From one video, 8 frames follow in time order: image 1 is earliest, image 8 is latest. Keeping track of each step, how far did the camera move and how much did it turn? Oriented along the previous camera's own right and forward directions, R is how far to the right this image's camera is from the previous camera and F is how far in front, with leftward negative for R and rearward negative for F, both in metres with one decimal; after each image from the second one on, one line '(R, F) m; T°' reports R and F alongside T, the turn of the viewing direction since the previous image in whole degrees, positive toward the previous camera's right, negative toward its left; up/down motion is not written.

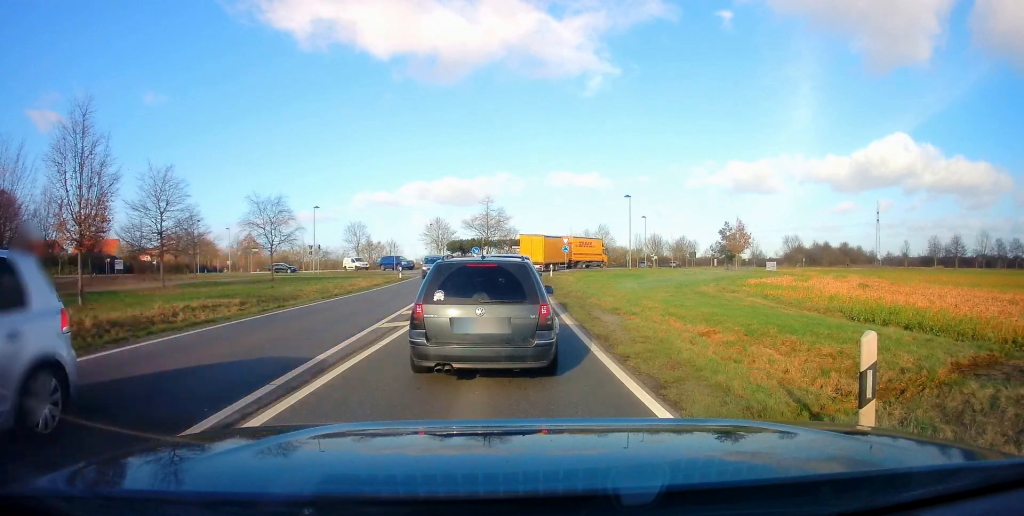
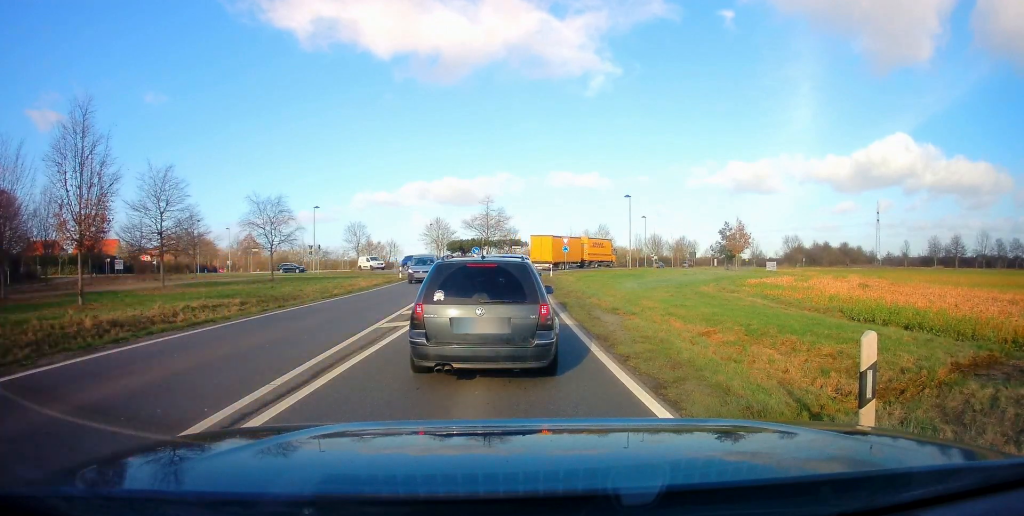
(0.0, 0.0) m; 0°
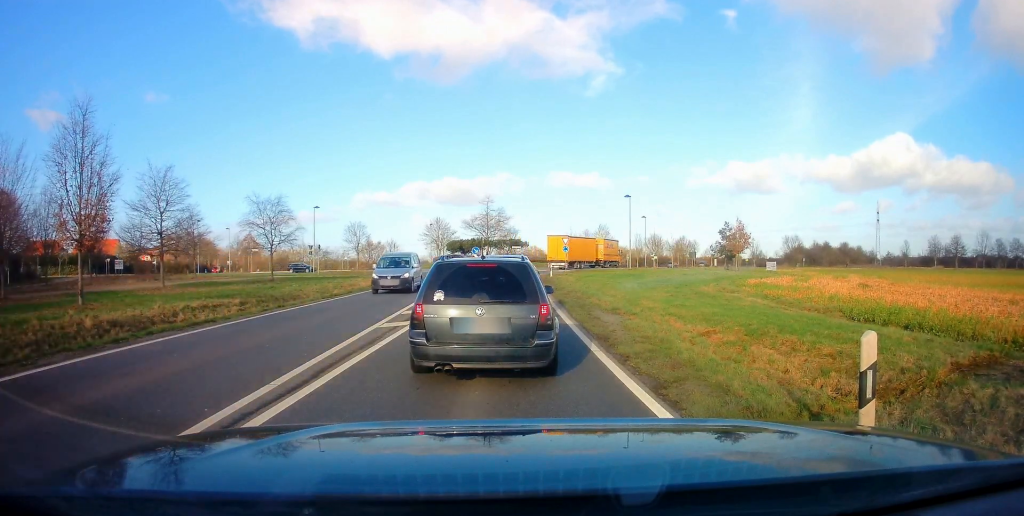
(0.0, 0.0) m; 0°
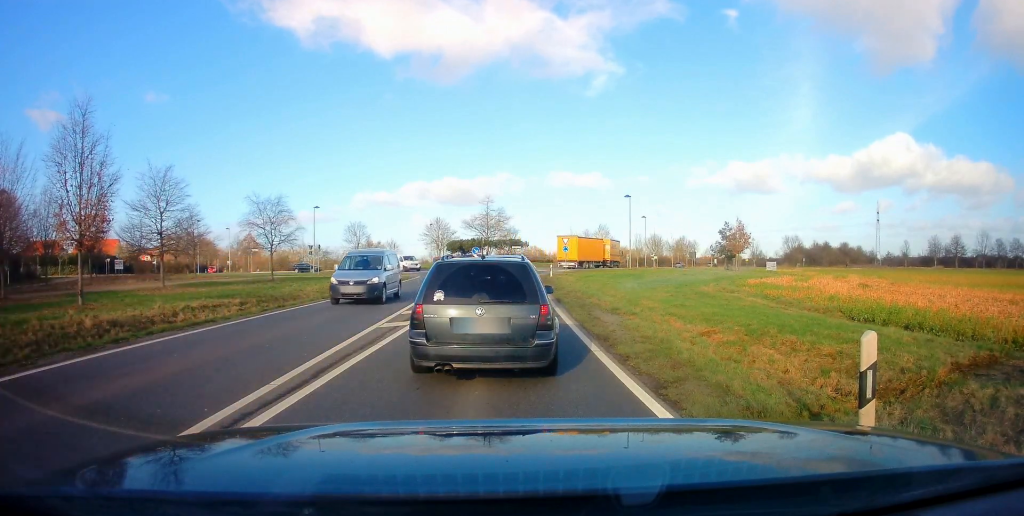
(0.0, 0.0) m; 0°
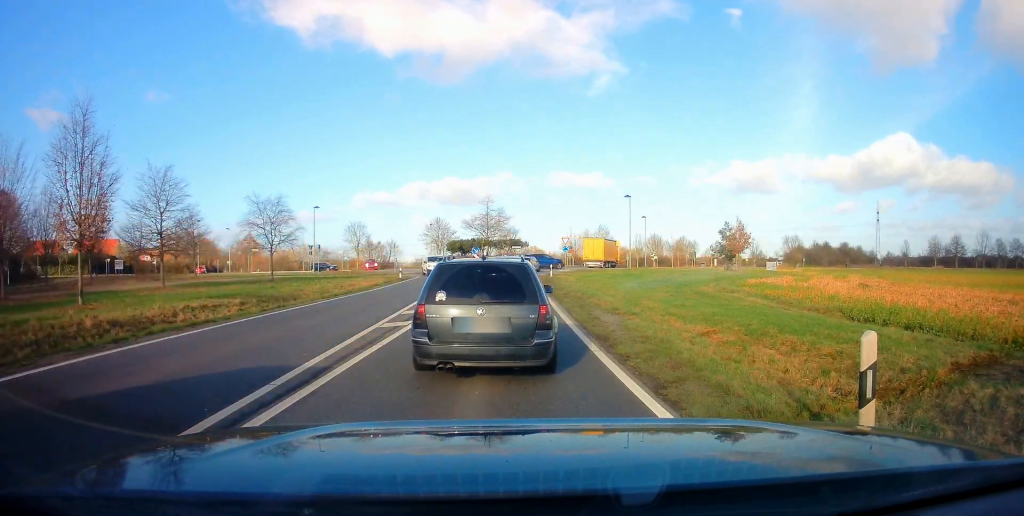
(0.0, 0.0) m; 0°
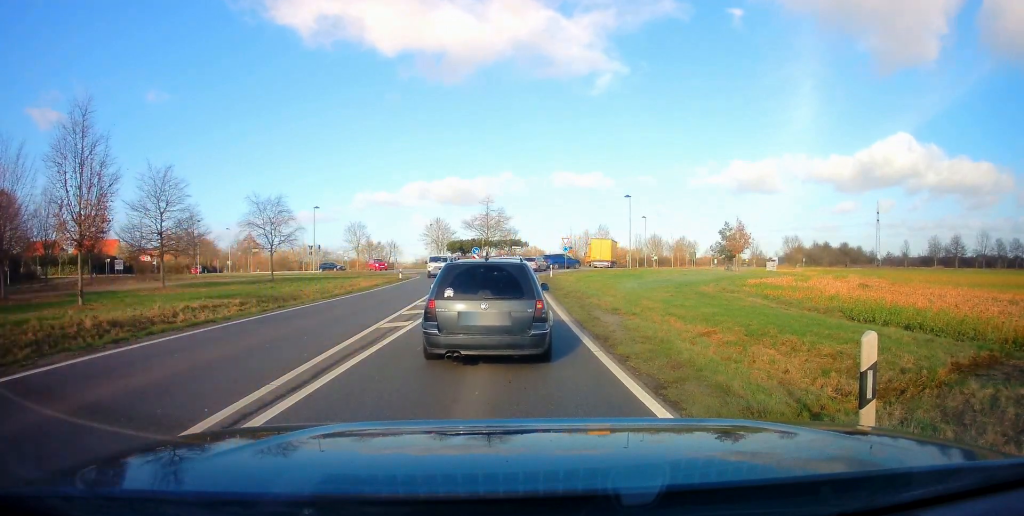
(0.0, 0.0) m; 0°
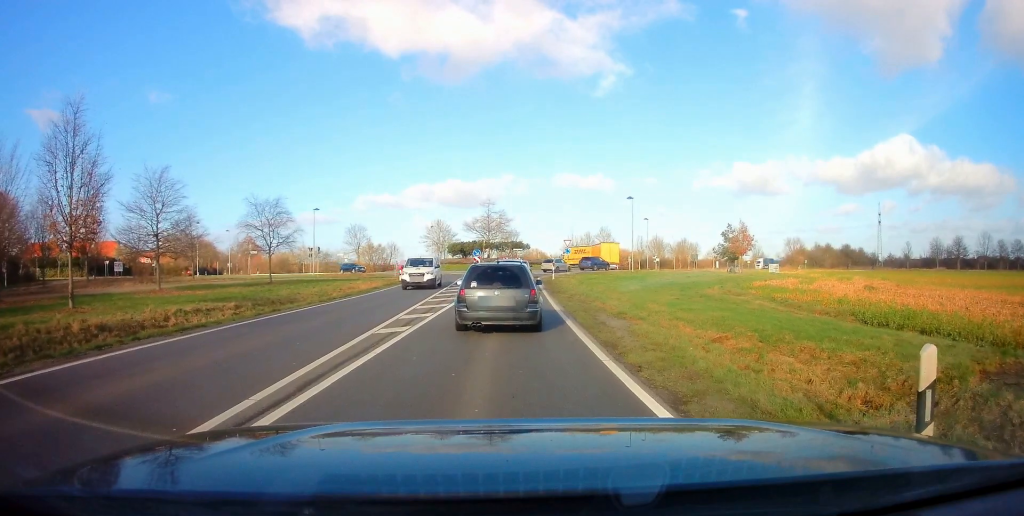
(0.0, +0.5) m; 0°
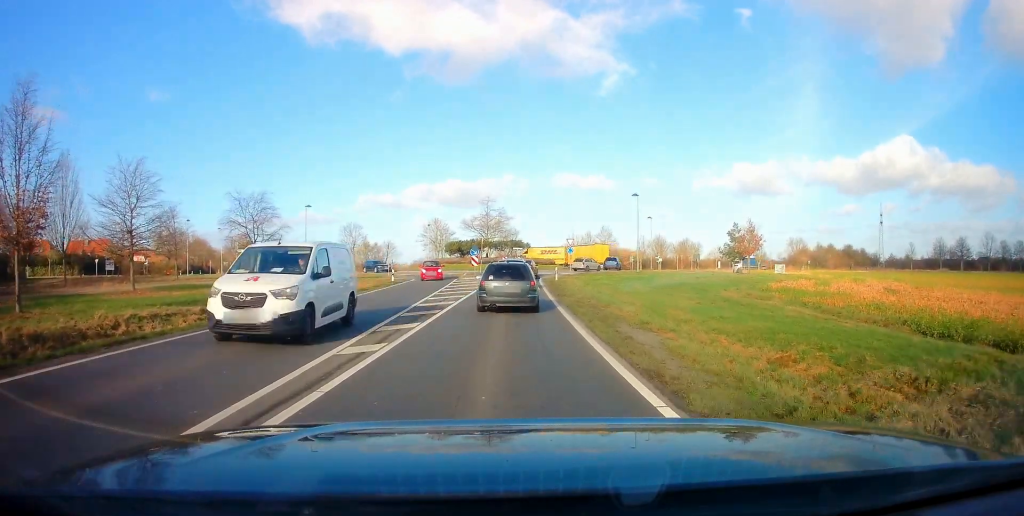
(0.0, +2.6) m; 0°
